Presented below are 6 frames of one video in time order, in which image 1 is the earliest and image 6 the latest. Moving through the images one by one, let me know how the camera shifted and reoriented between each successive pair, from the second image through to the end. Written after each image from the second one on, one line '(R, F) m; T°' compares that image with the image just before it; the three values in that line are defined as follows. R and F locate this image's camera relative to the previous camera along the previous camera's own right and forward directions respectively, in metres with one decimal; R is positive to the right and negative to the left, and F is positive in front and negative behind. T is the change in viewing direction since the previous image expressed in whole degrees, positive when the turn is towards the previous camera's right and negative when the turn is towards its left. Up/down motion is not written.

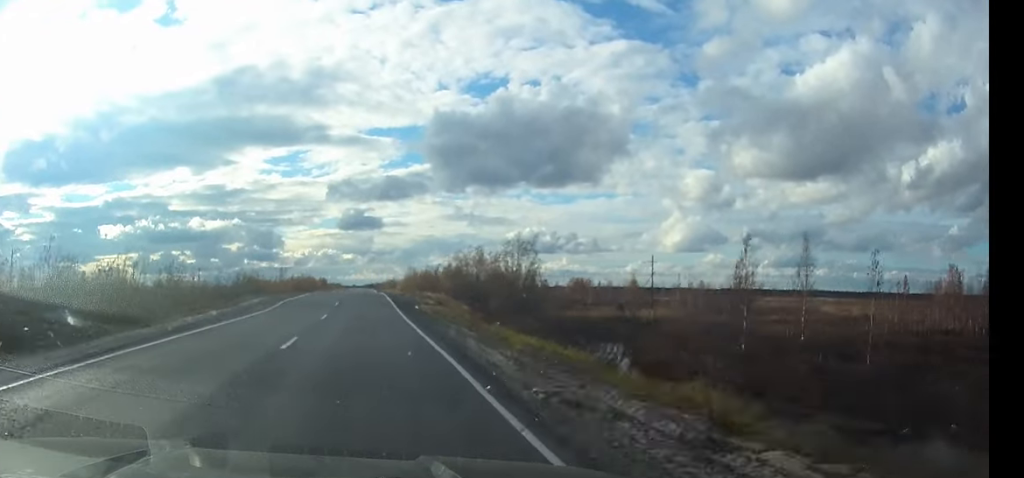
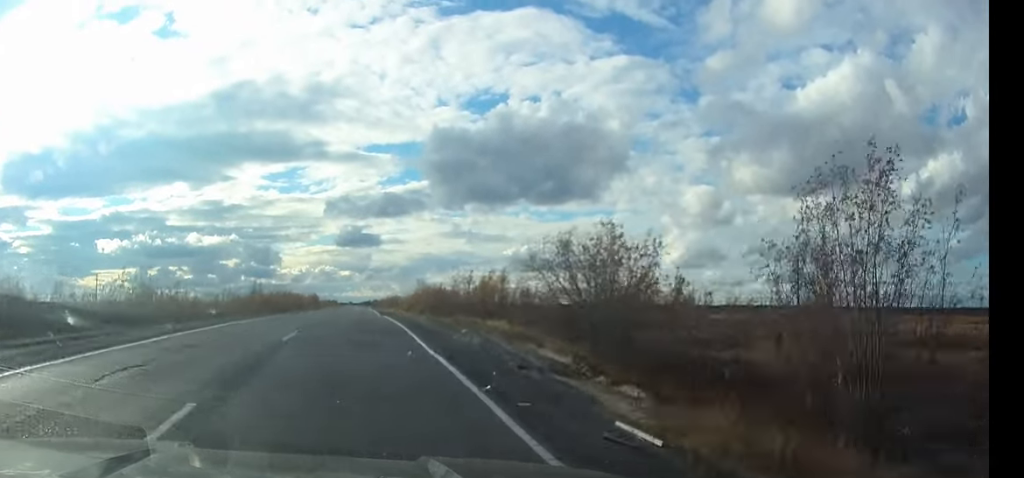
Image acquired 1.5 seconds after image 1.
(-0.1, +32.9) m; 0°
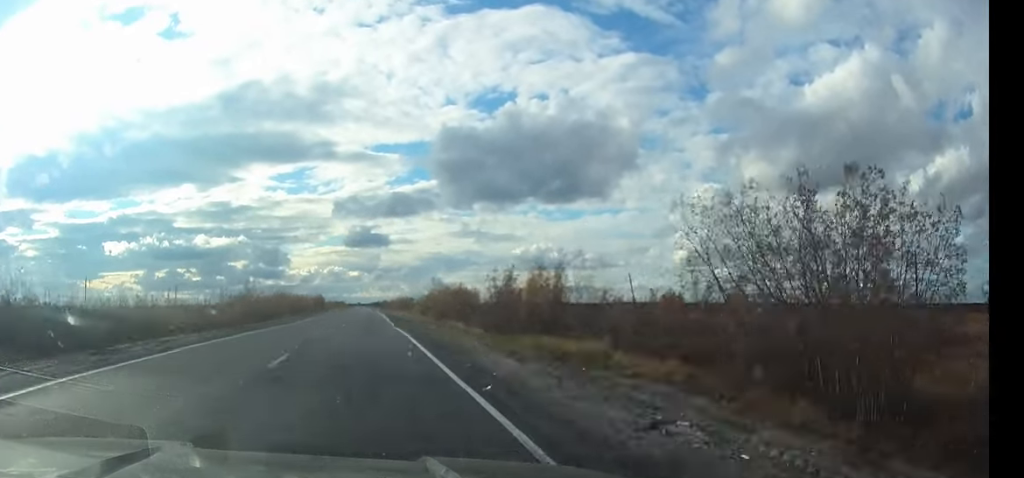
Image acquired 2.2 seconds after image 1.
(0.0, +14.7) m; 0°
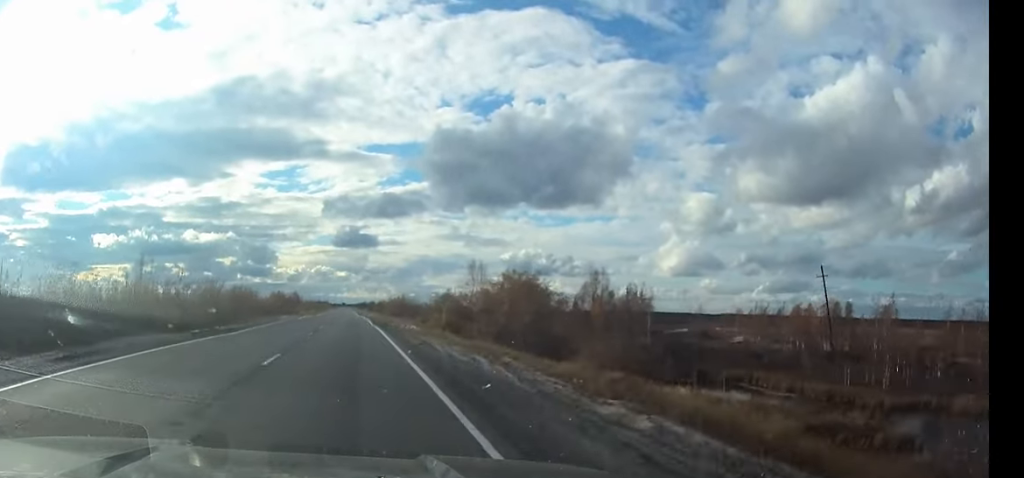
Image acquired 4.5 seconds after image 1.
(-0.1, +50.4) m; 0°
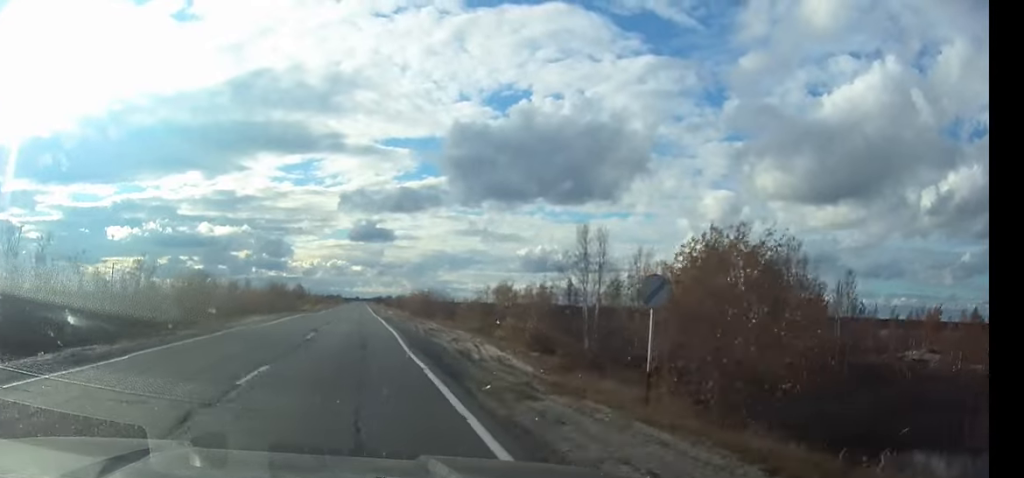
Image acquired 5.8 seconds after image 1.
(-0.1, +29.7) m; -1°
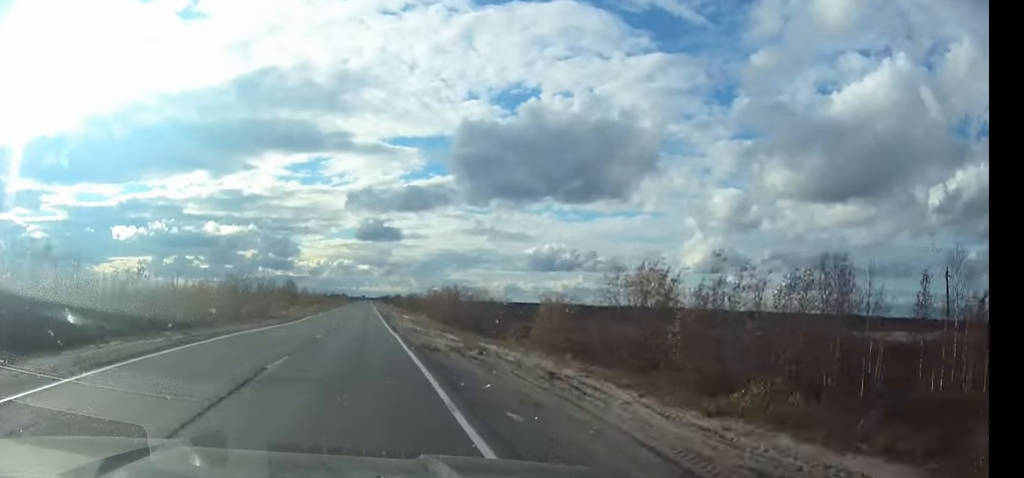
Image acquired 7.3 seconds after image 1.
(-0.1, +33.9) m; 0°
